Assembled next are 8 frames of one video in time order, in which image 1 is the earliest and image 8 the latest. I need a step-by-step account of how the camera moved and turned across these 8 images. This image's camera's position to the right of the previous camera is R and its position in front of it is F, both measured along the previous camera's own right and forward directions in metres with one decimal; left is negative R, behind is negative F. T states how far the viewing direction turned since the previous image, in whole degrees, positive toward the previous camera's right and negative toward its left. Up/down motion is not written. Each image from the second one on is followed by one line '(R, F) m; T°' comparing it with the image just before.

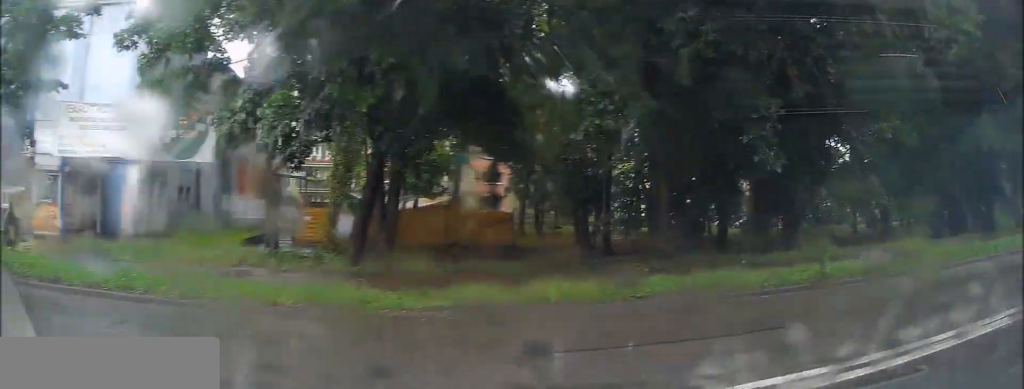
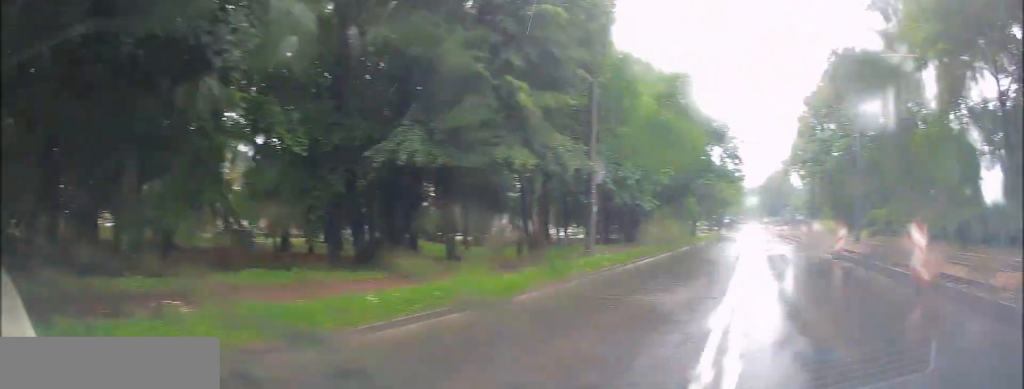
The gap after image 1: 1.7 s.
(+2.3, +6.7) m; +34°
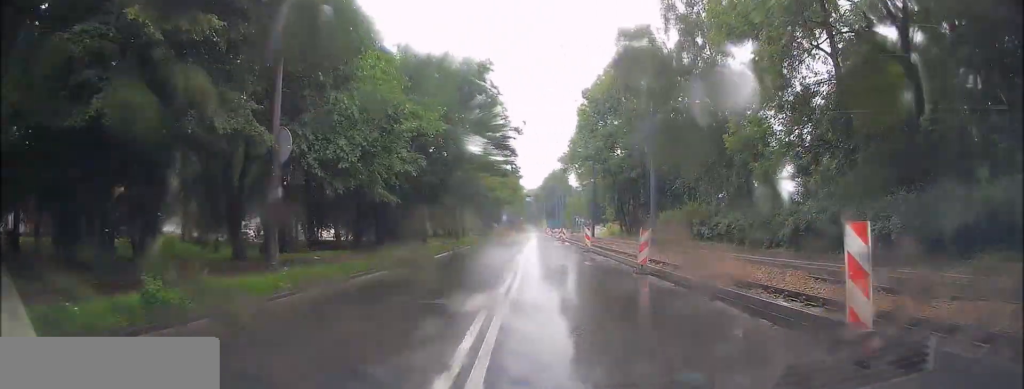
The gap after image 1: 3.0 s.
(+1.1, +7.3) m; +12°
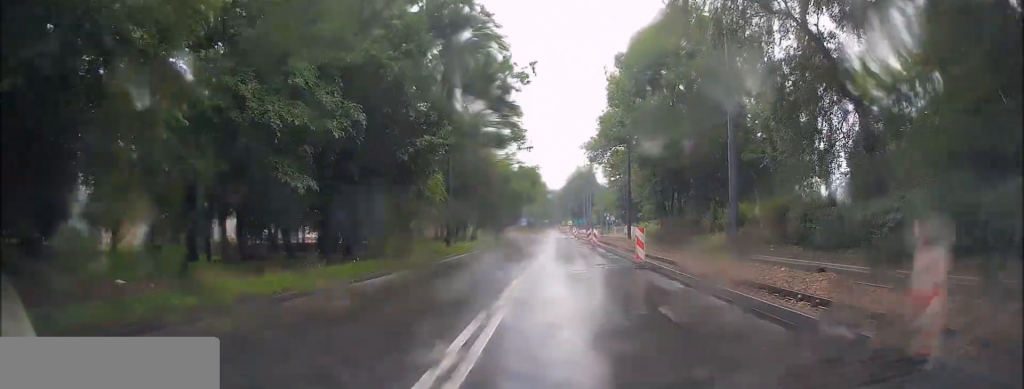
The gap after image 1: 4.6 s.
(+0.7, +12.4) m; +5°
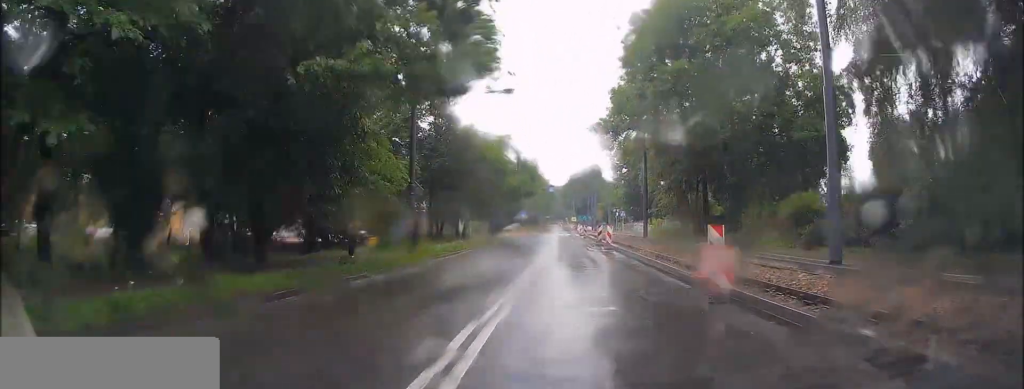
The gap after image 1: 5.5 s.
(+0.2, +8.5) m; +1°
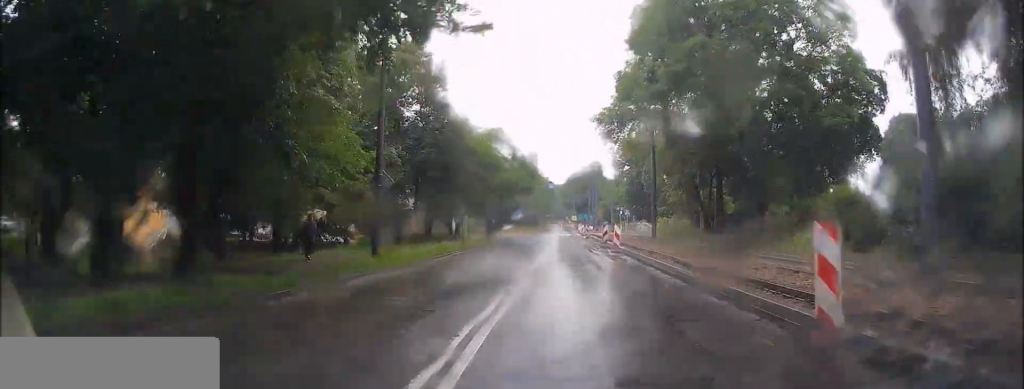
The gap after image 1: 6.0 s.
(0.0, +4.2) m; 0°
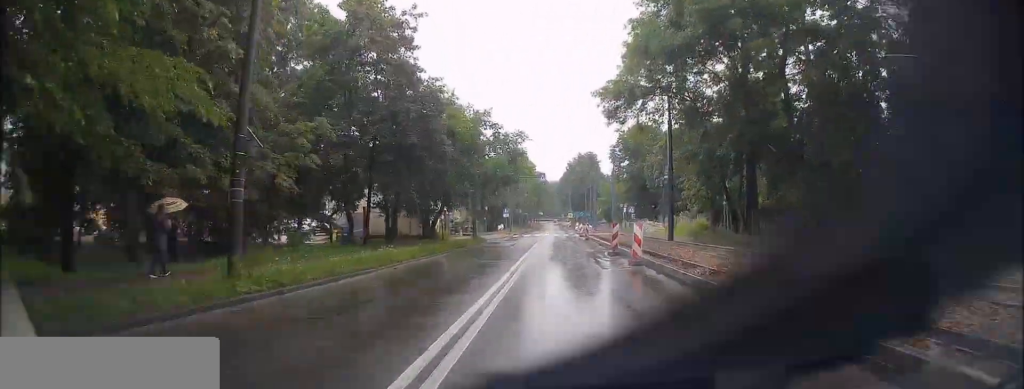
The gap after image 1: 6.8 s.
(-0.1, +8.4) m; 0°
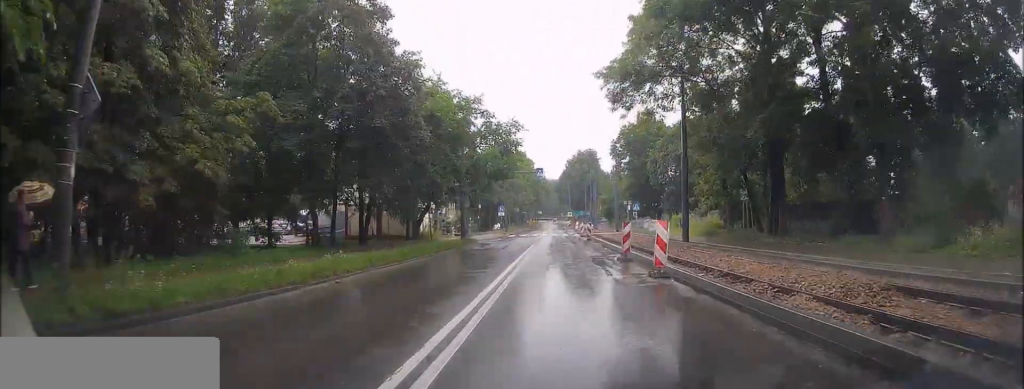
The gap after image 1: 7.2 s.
(0.0, +4.5) m; 0°
